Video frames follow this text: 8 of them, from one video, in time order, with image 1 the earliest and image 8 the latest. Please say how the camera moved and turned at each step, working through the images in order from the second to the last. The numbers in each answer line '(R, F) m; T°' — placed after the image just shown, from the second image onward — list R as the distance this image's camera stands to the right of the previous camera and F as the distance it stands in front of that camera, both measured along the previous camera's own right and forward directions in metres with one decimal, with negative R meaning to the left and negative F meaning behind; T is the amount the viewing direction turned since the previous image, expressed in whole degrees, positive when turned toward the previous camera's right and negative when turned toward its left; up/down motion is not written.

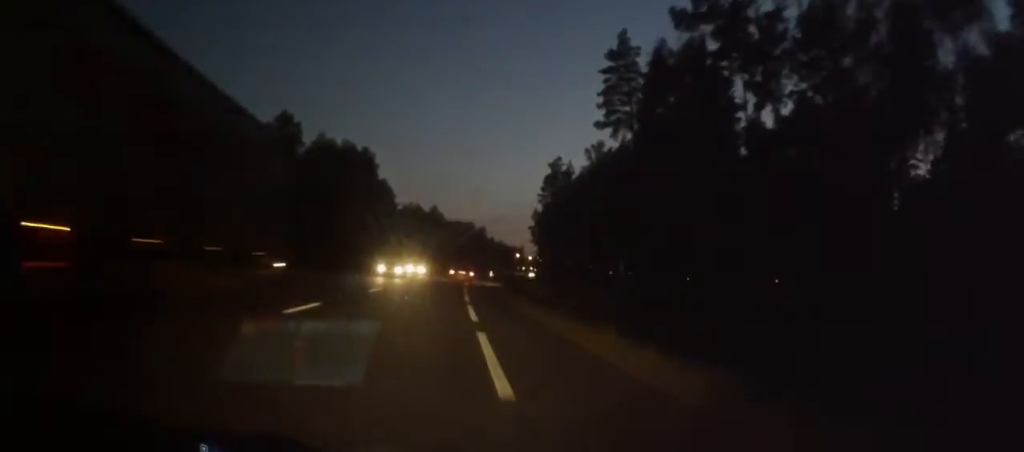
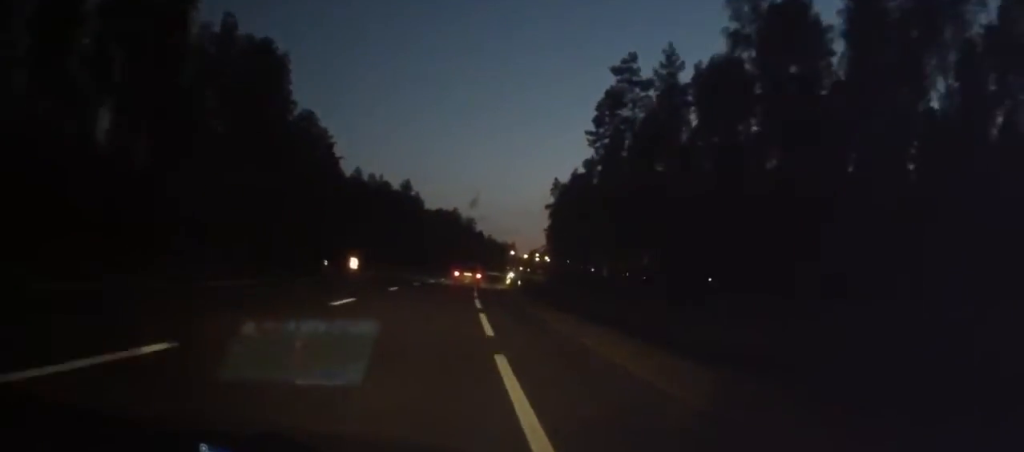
(+1.0, +57.7) m; +1°
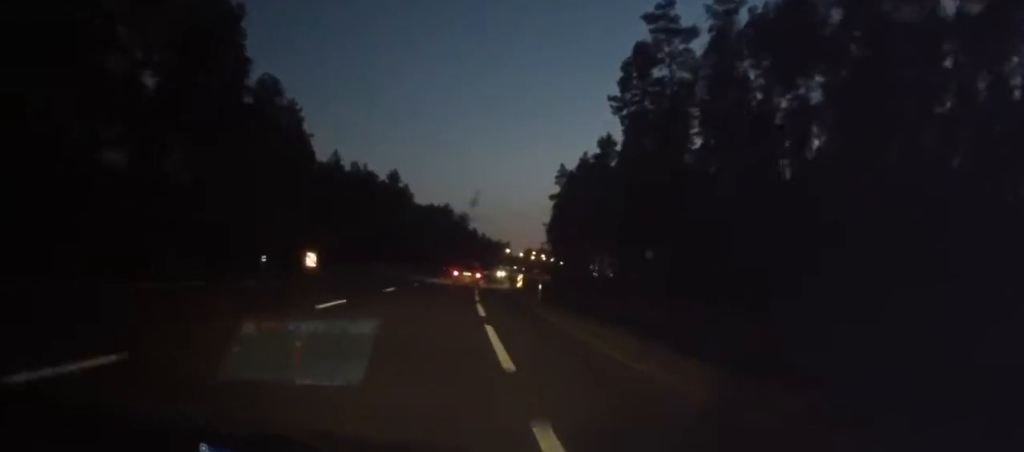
(0.0, +13.6) m; 0°
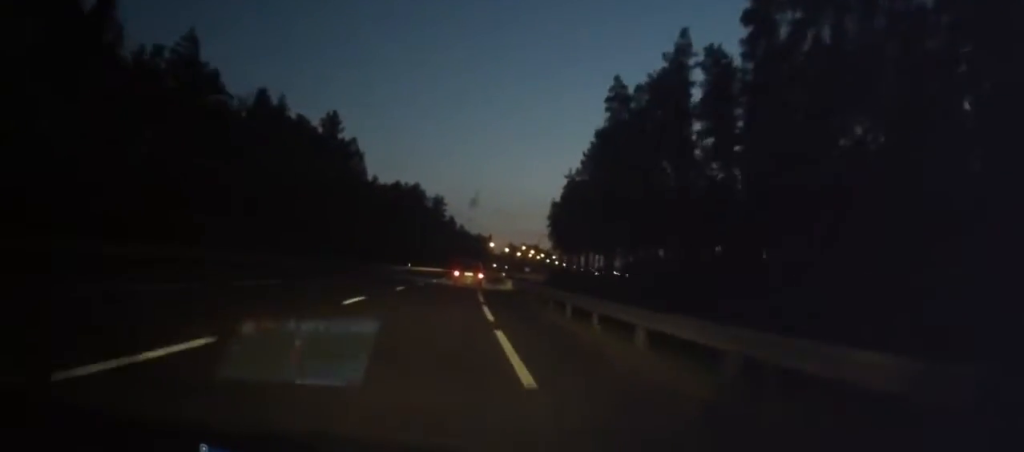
(+0.2, +46.8) m; +1°
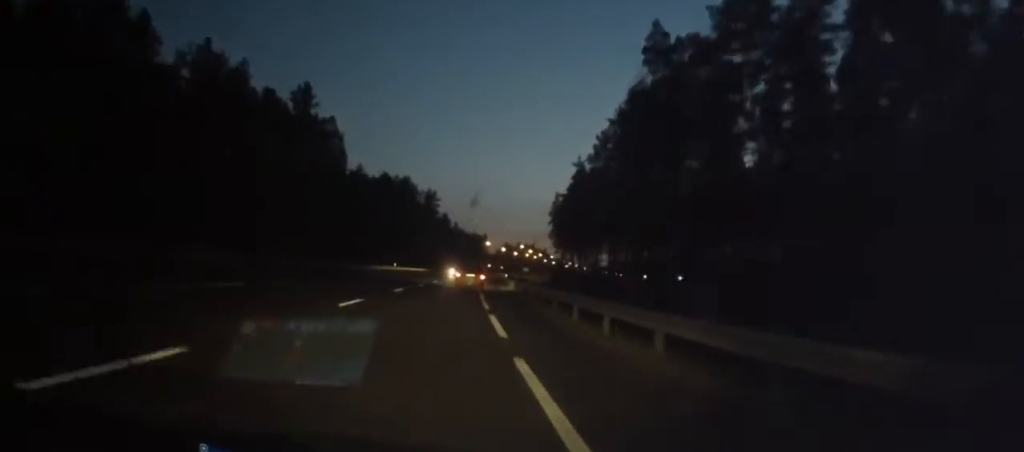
(0.0, +13.2) m; +1°
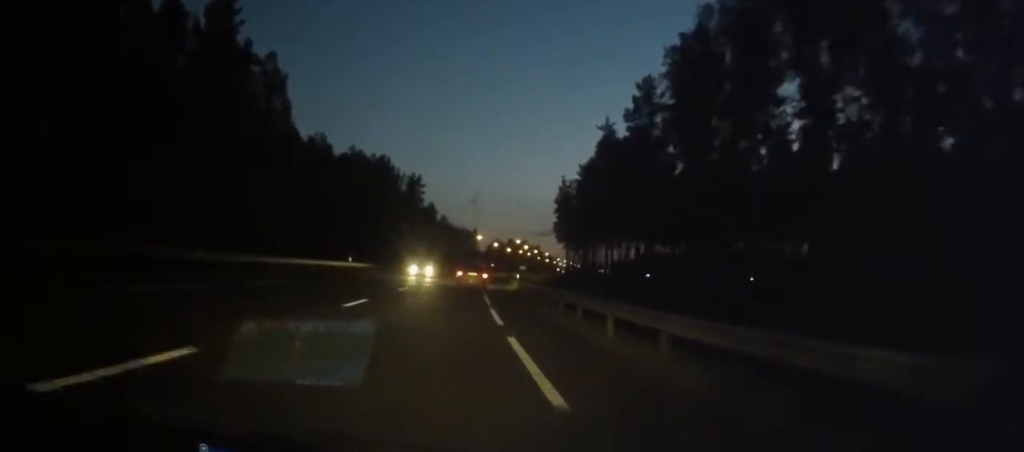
(+0.1, +24.4) m; +2°
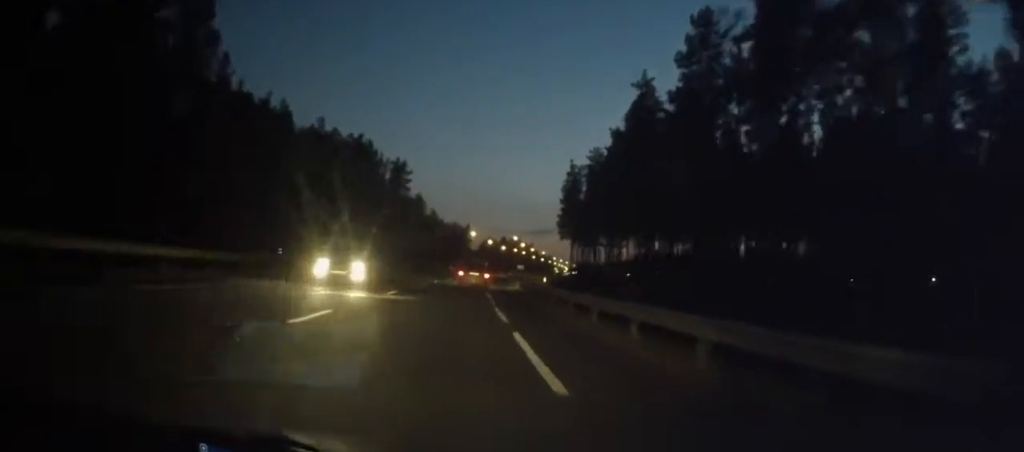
(+0.6, +17.6) m; +1°
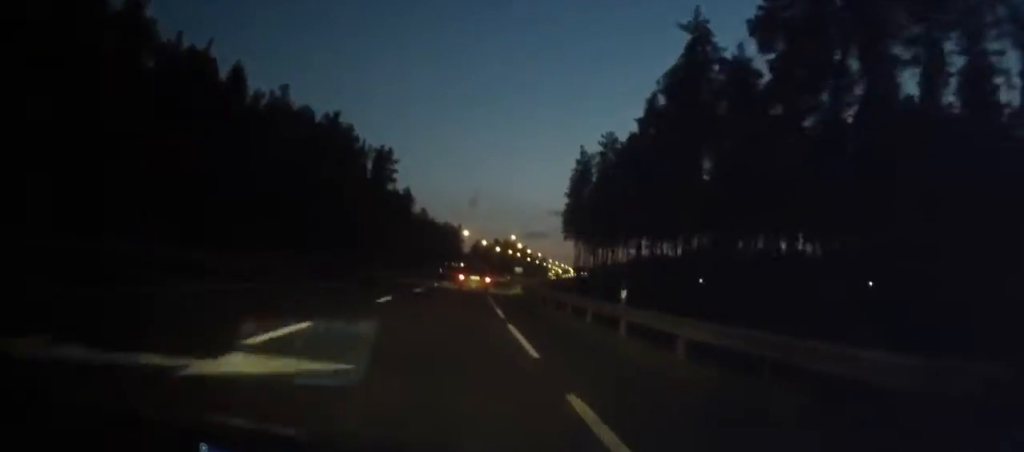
(+0.1, +14.8) m; 0°
